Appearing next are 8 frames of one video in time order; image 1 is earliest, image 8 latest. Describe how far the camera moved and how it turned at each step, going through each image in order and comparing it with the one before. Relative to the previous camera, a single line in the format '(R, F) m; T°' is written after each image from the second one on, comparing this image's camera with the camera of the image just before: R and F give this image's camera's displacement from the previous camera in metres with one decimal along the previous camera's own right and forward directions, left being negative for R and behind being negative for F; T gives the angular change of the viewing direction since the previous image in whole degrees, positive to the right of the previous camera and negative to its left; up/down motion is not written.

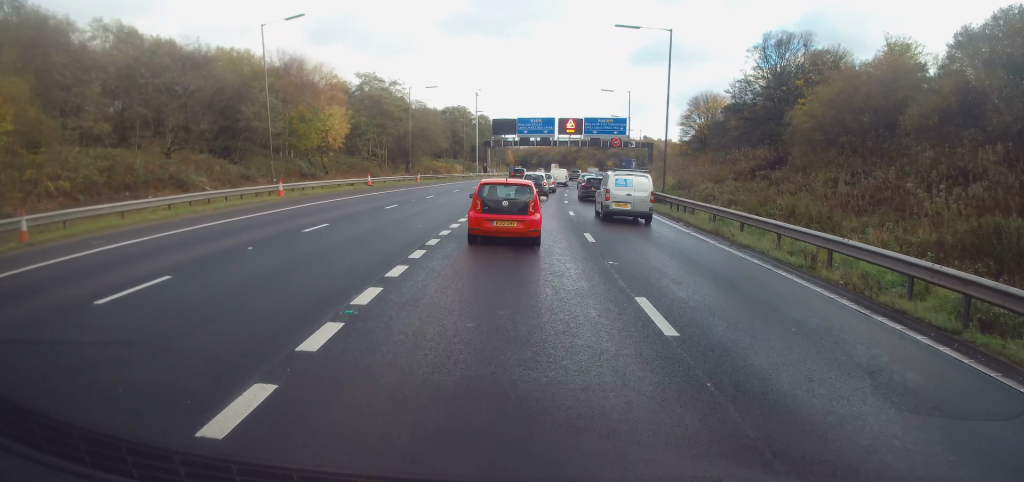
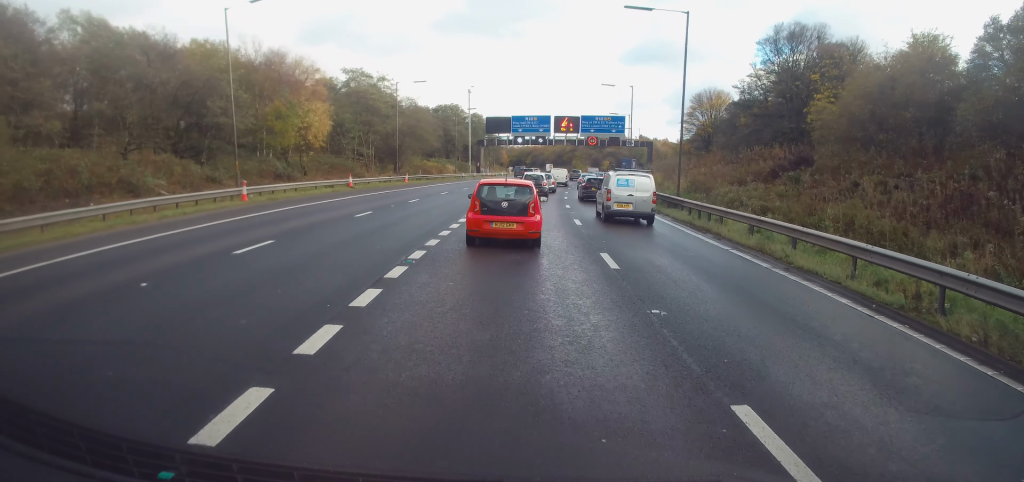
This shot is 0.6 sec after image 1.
(+0.1, +4.2) m; 0°
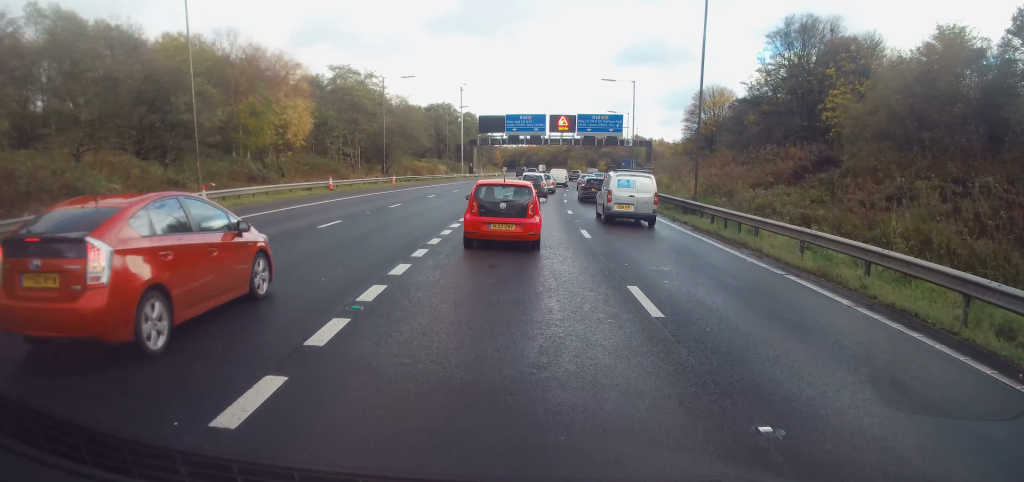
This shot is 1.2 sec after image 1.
(+0.2, +3.7) m; -1°
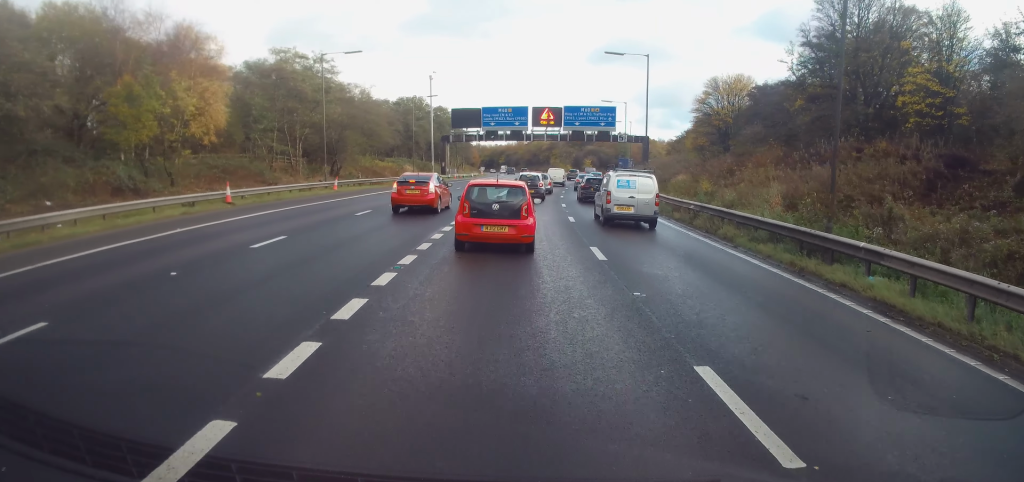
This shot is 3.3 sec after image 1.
(0.0, +13.0) m; +3°
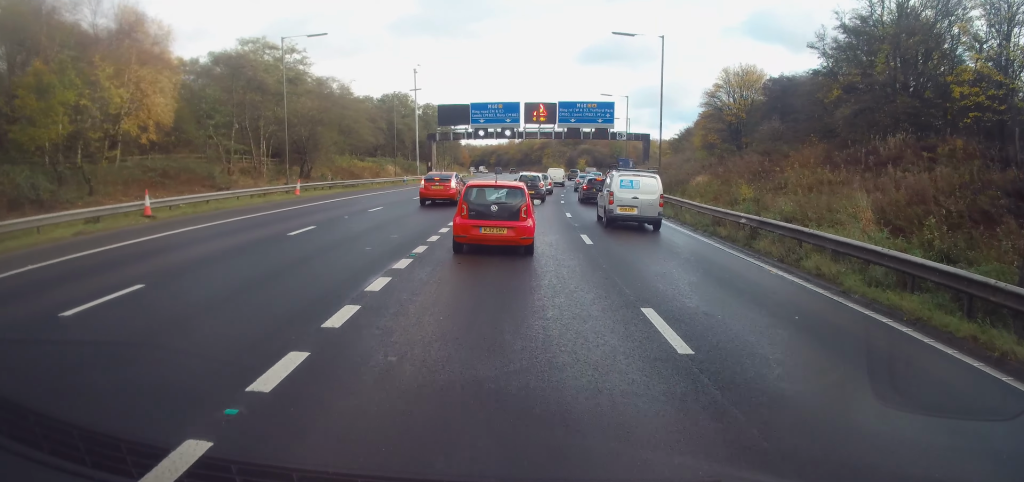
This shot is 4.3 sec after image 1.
(-0.1, +6.3) m; -1°
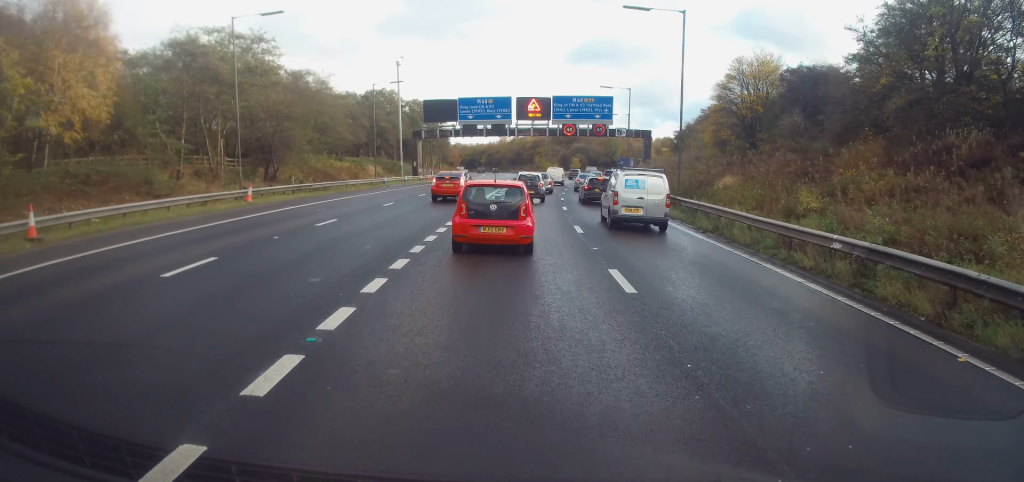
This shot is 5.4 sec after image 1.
(0.0, +5.9) m; -1°
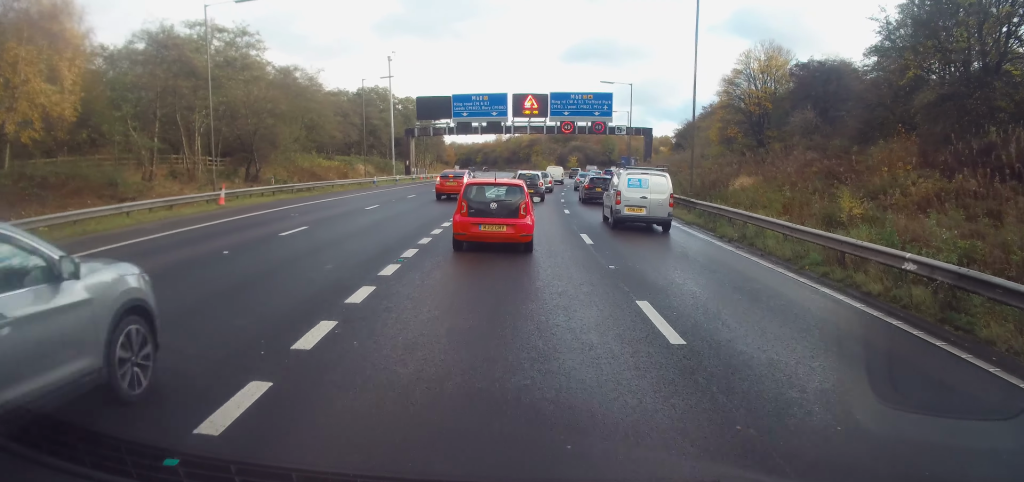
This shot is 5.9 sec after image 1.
(-0.1, +2.6) m; +1°
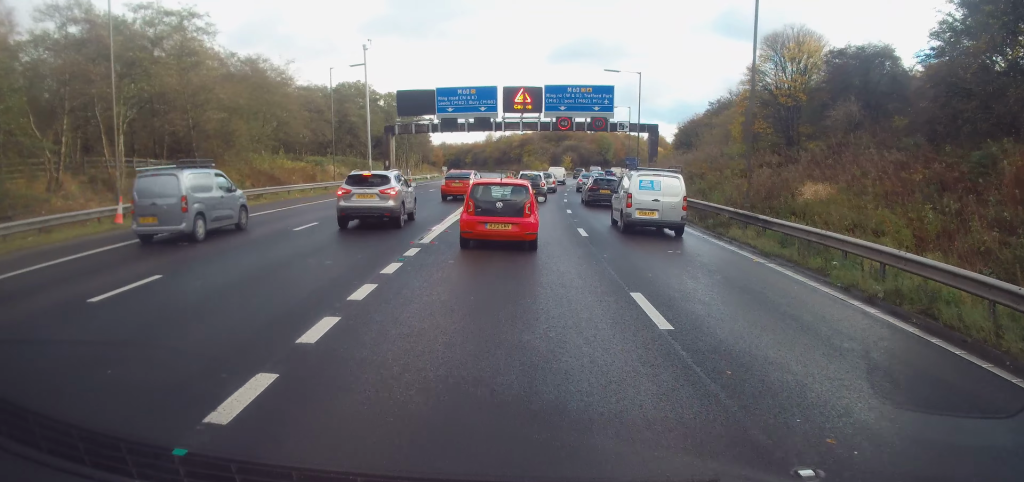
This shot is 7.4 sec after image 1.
(+0.3, +7.7) m; +1°
